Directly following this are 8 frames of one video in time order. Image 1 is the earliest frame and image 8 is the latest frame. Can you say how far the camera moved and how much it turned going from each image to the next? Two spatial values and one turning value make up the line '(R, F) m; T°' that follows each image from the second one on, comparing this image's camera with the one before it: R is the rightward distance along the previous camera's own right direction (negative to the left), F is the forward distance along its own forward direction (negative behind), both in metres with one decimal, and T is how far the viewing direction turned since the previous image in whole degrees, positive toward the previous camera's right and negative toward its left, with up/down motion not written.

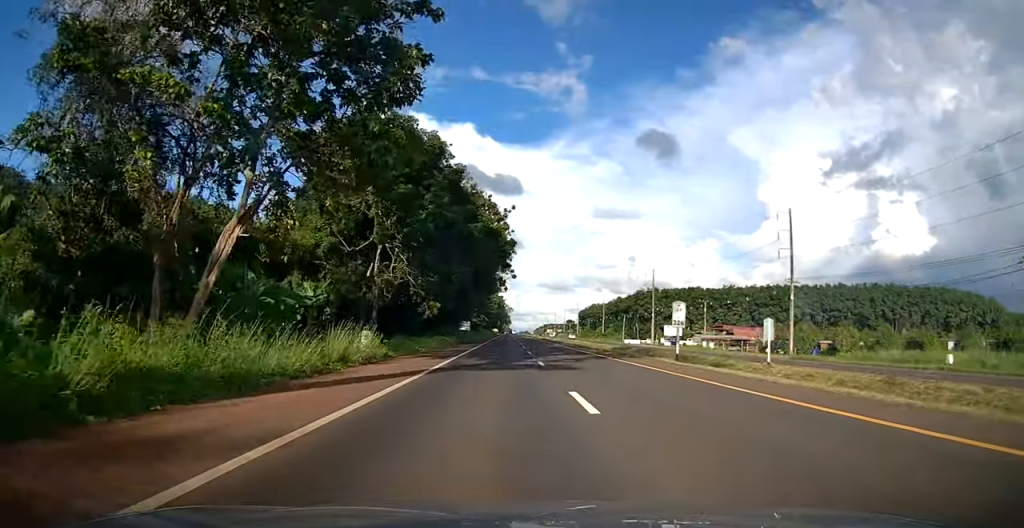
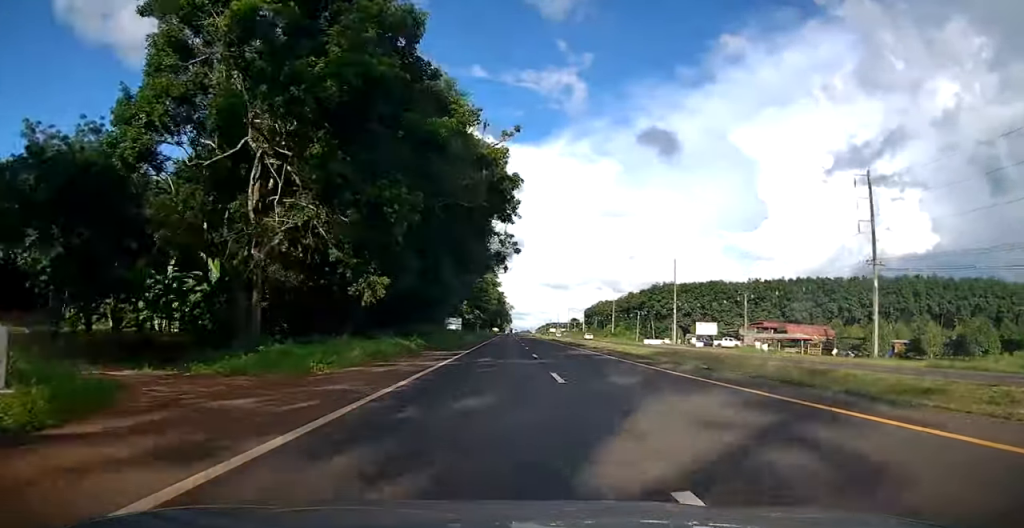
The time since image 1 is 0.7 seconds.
(0.0, +19.6) m; 0°
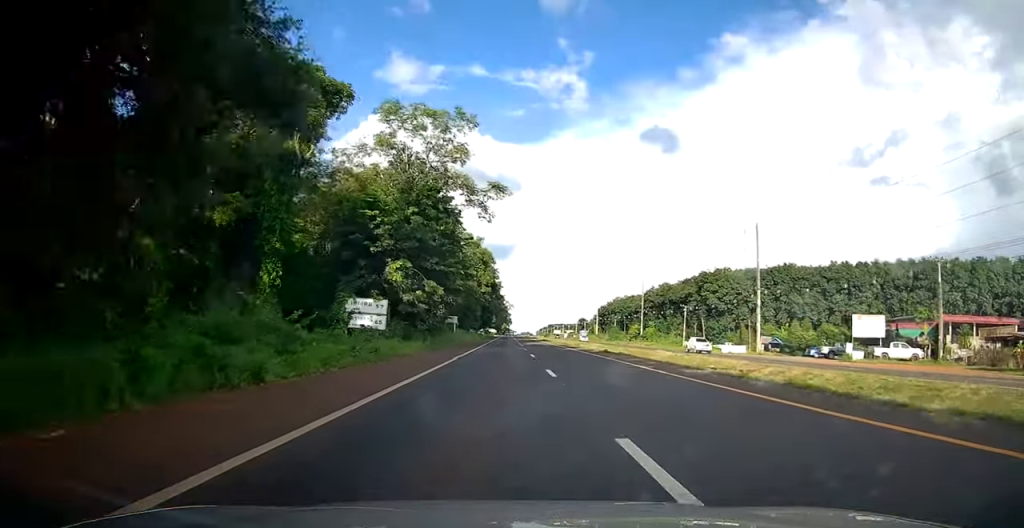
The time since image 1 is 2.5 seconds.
(0.0, +41.5) m; 0°
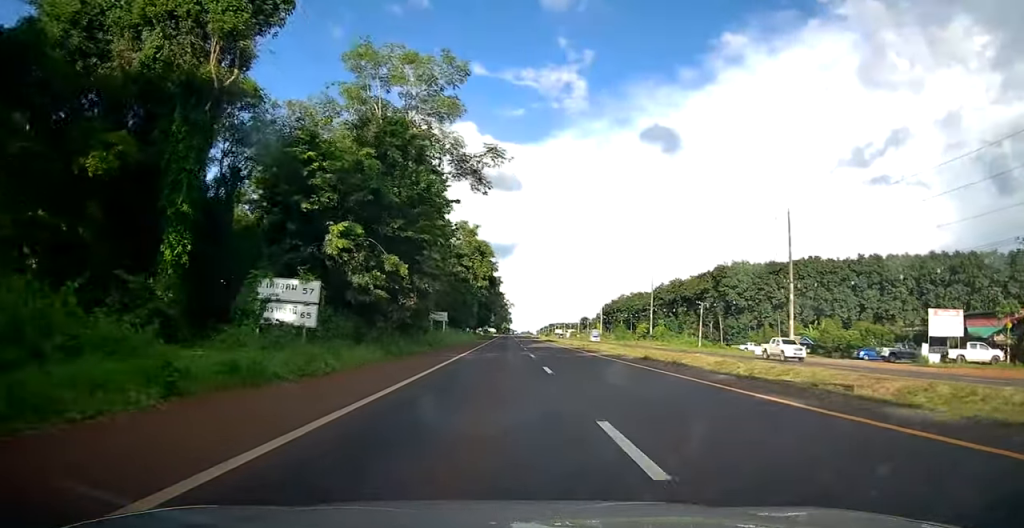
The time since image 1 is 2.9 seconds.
(0.0, +9.9) m; 0°
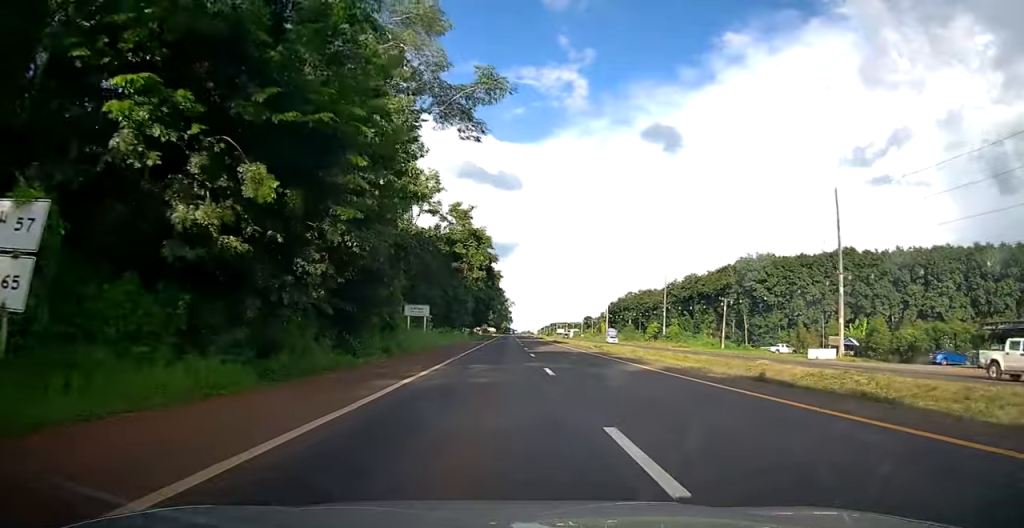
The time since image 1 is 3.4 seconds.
(0.0, +12.1) m; 0°
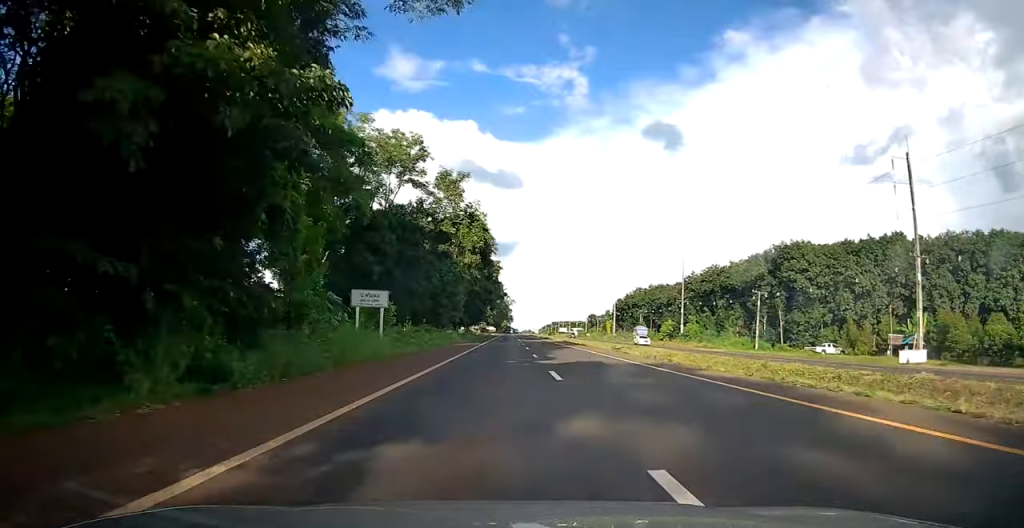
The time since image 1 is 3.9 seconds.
(0.0, +14.0) m; 0°
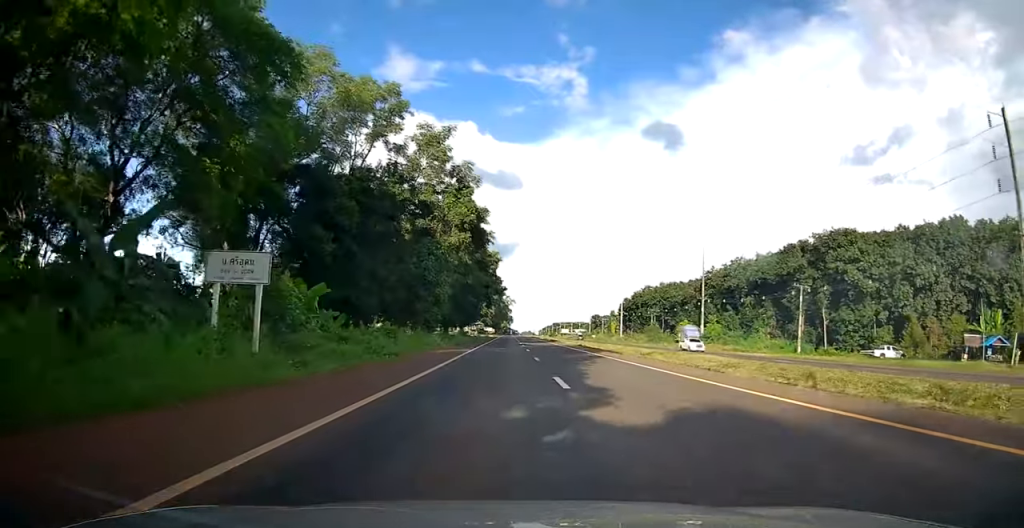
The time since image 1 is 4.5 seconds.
(0.0, +14.1) m; 0°
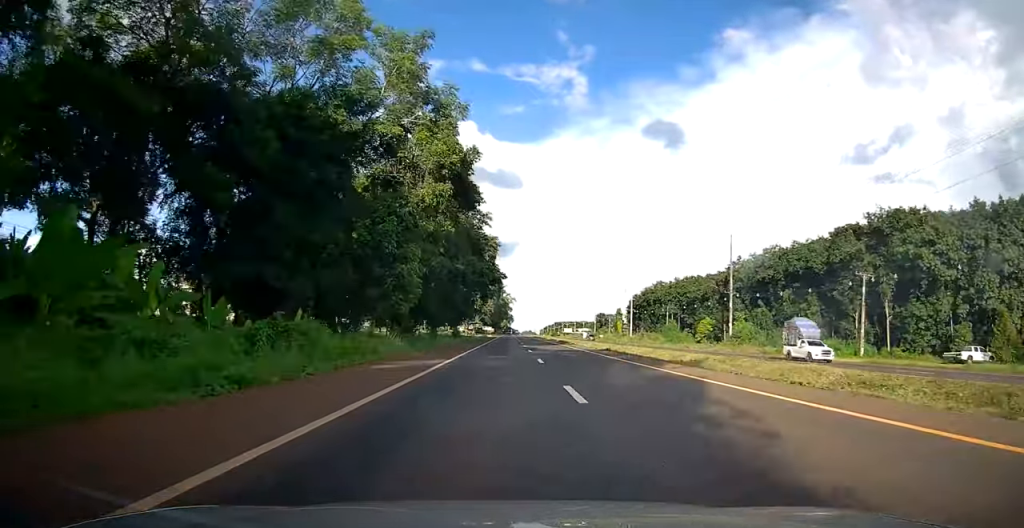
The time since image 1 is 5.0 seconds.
(0.0, +15.3) m; 0°
